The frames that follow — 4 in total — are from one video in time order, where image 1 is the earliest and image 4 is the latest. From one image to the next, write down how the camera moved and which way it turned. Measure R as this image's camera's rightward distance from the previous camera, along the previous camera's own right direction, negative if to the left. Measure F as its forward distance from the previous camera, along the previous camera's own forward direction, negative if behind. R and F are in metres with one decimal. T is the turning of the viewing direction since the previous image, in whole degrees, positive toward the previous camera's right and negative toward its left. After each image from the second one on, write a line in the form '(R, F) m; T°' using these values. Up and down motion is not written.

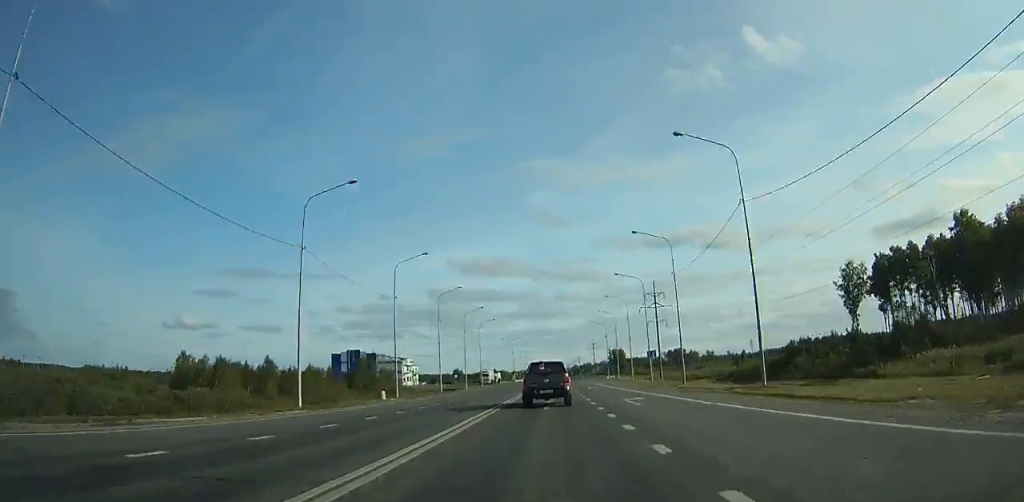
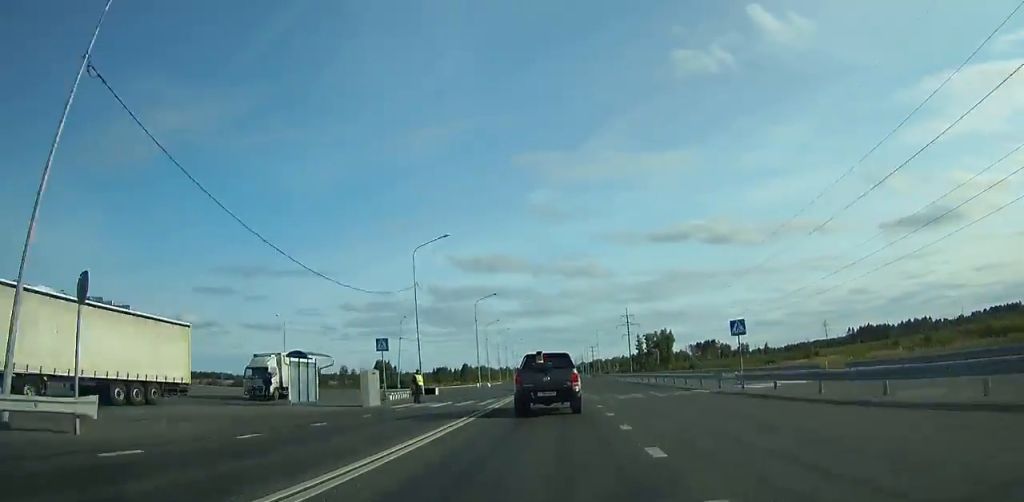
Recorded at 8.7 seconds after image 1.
(+2.7, +145.5) m; 0°
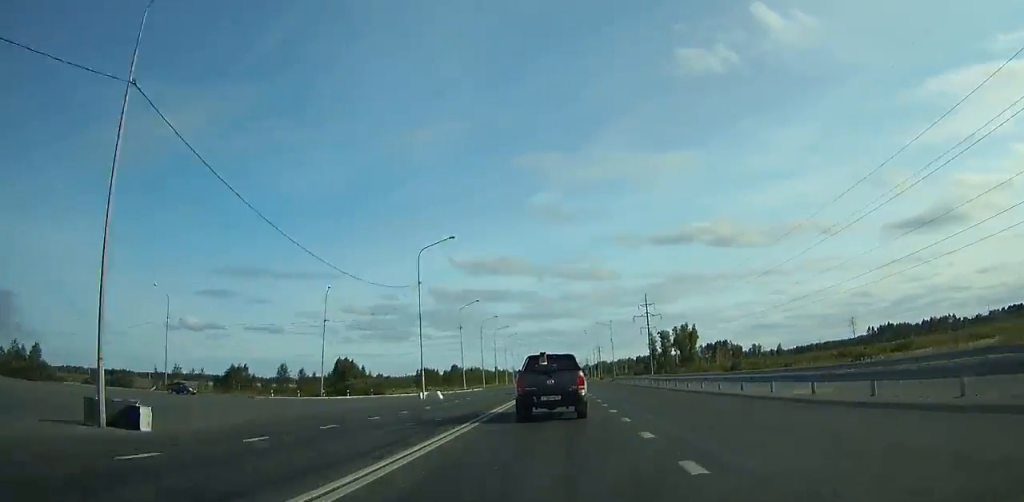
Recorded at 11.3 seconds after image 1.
(0.0, +37.8) m; 0°
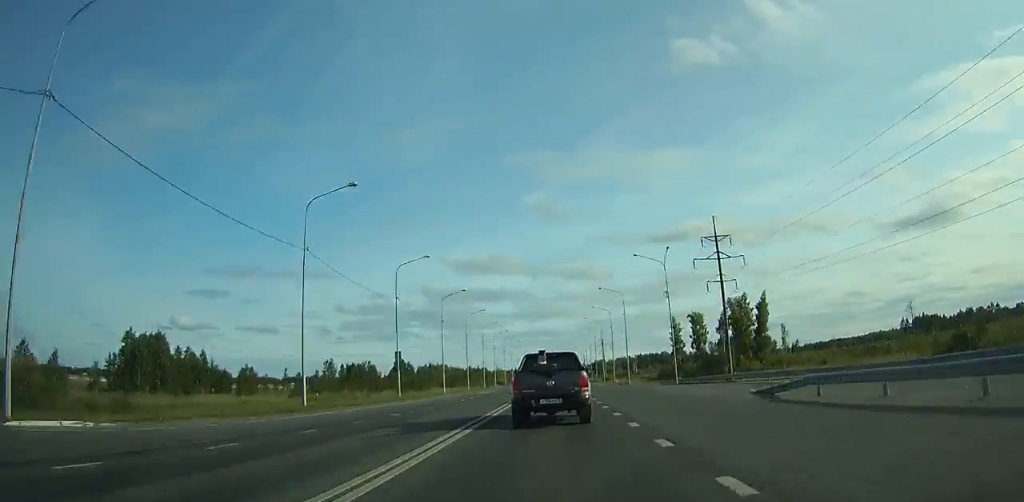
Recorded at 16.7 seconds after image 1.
(+0.3, +74.0) m; 0°
